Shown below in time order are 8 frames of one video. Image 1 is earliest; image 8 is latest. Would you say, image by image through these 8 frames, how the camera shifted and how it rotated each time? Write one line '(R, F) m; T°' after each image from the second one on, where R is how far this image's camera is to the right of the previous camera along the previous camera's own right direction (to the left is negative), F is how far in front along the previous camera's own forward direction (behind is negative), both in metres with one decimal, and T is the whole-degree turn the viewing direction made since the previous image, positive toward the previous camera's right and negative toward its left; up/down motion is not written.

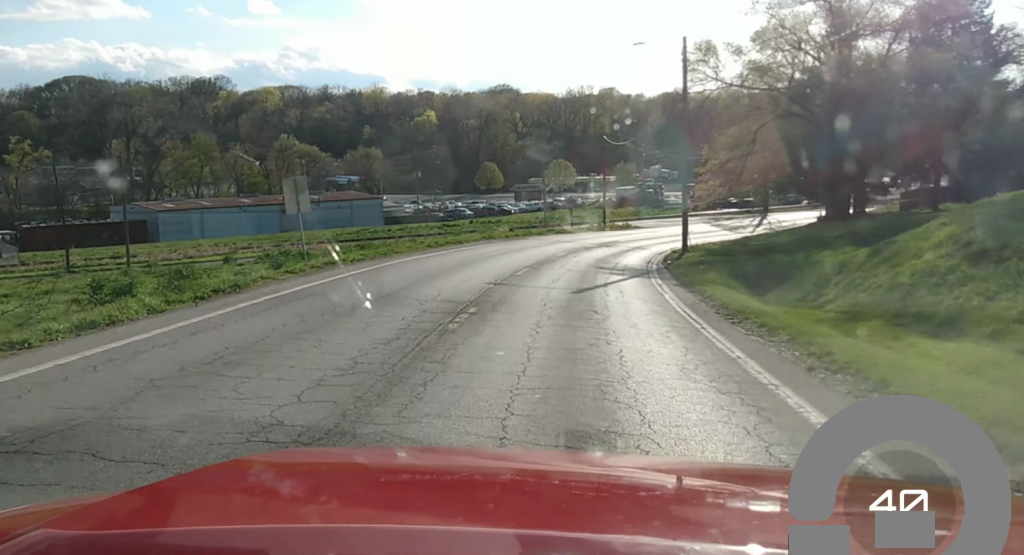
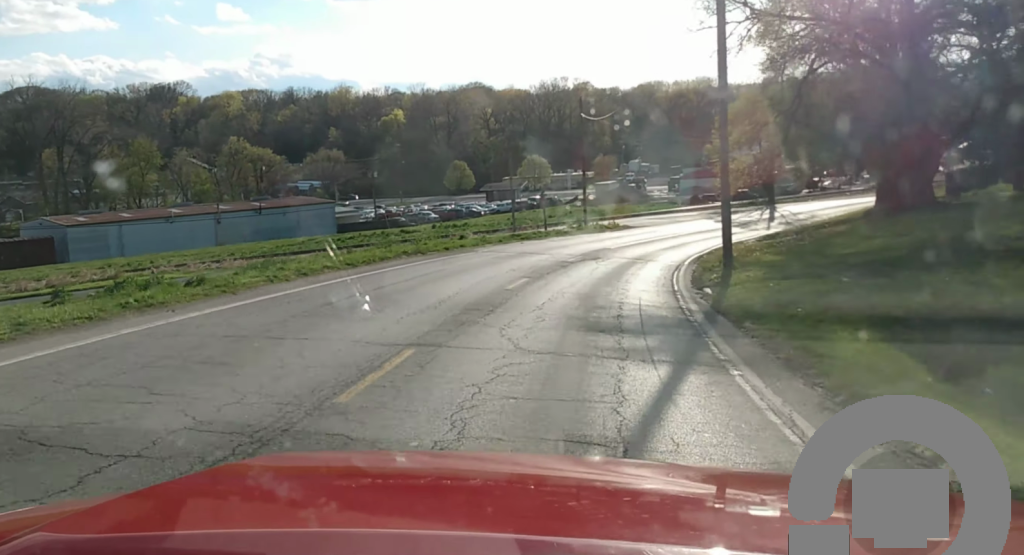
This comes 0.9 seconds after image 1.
(0.0, +16.3) m; 0°
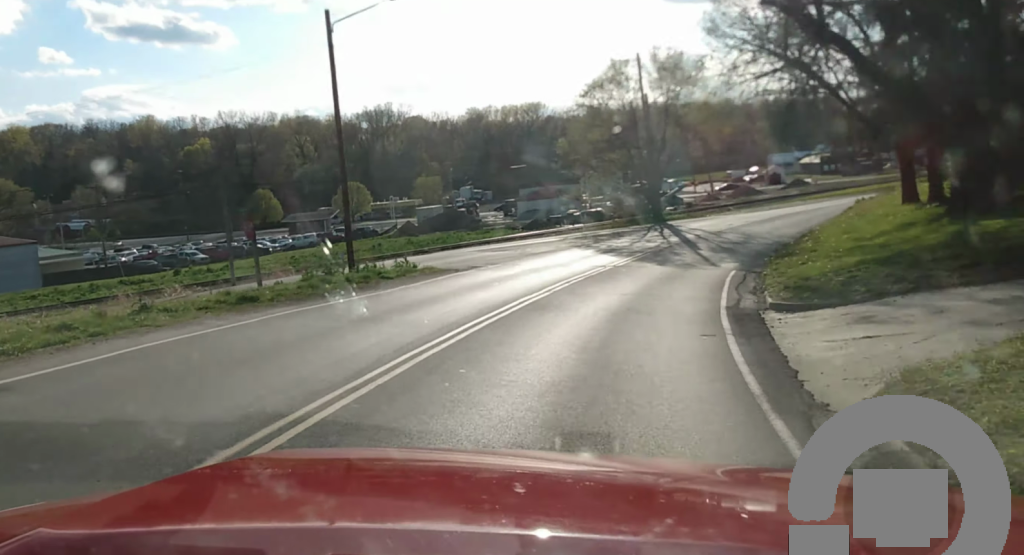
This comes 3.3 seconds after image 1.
(+2.3, +39.3) m; +9°
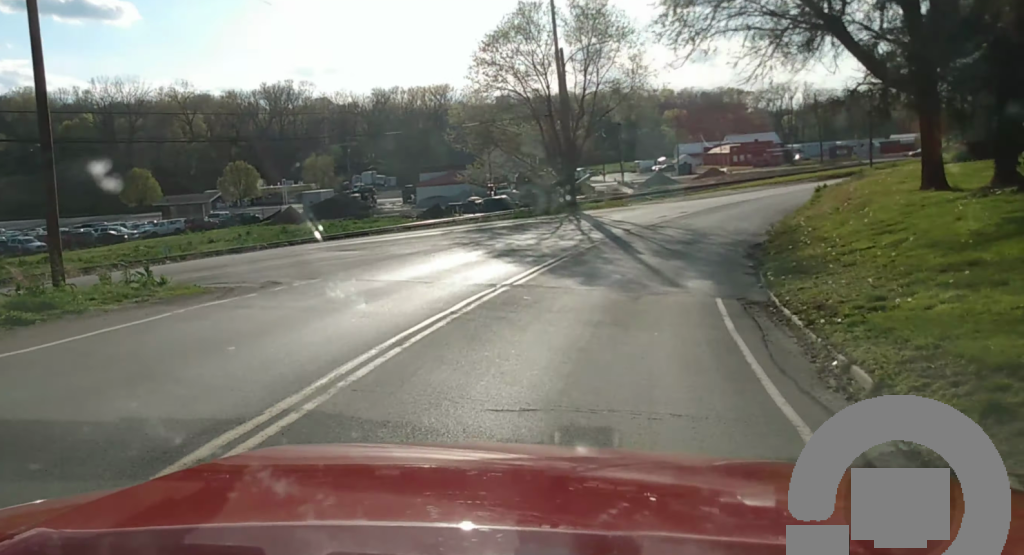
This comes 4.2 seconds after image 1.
(+0.3, +14.4) m; +5°
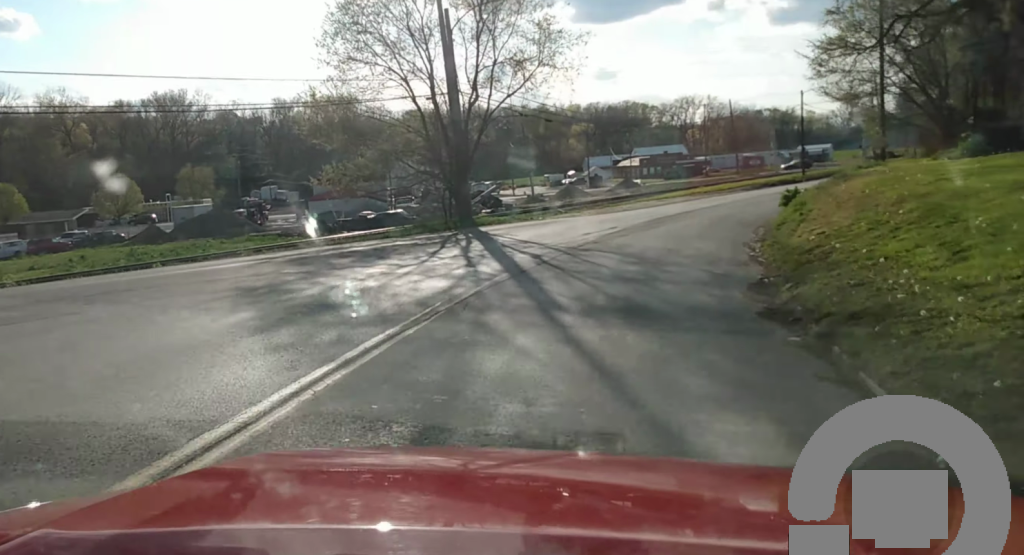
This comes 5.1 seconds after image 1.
(+0.7, +14.1) m; +5°
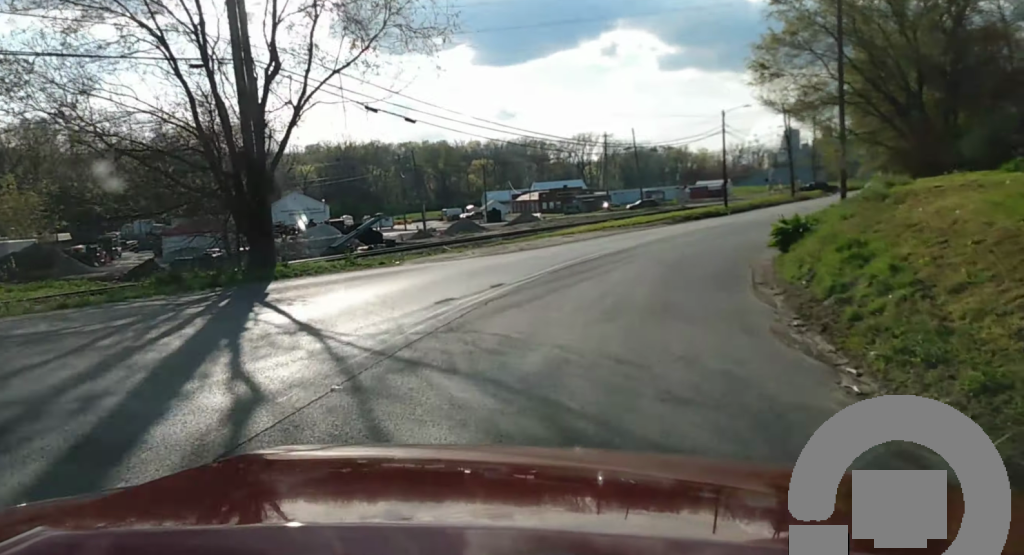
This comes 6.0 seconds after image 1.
(+0.7, +15.7) m; +4°
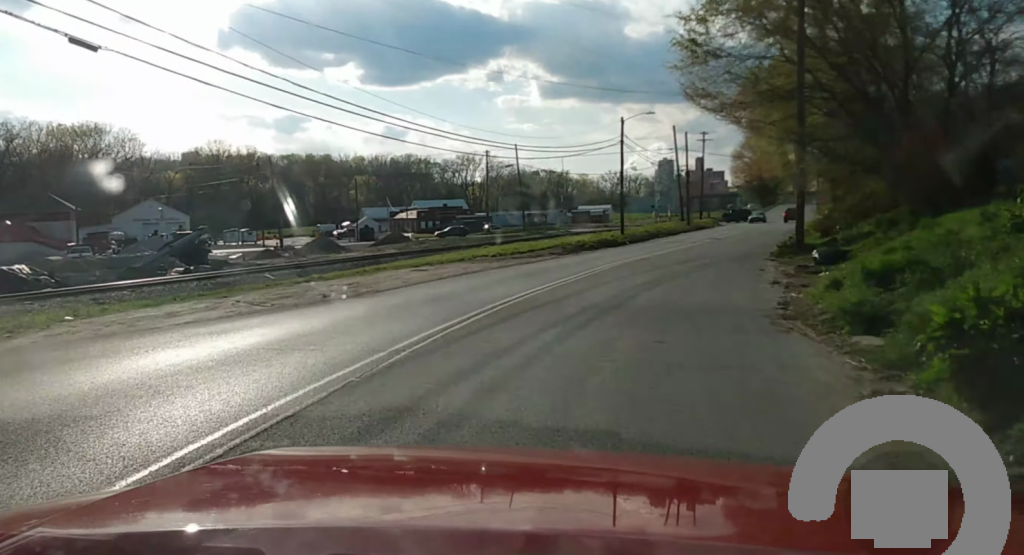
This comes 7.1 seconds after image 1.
(+0.5, +16.4) m; +8°
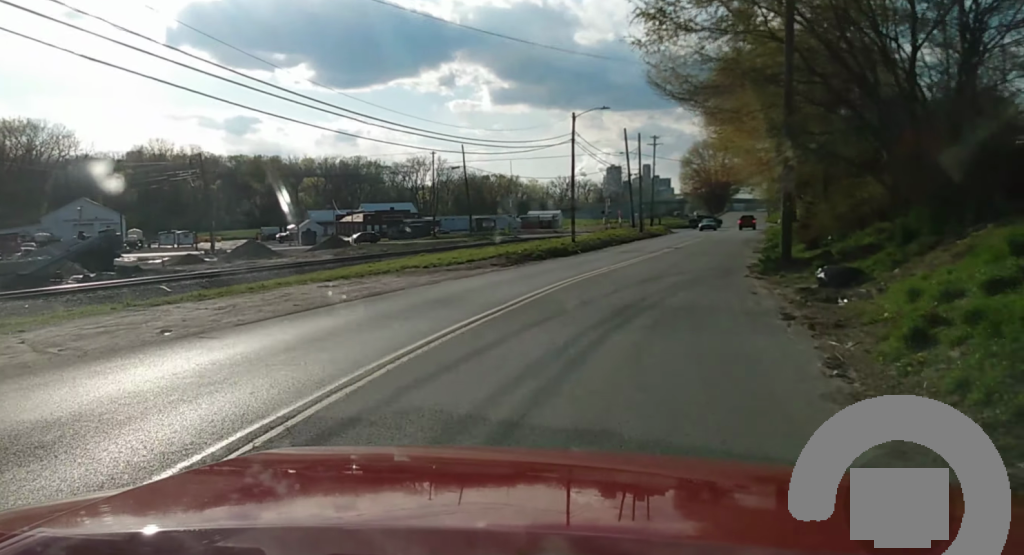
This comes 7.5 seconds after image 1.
(-0.3, +6.5) m; +5°
